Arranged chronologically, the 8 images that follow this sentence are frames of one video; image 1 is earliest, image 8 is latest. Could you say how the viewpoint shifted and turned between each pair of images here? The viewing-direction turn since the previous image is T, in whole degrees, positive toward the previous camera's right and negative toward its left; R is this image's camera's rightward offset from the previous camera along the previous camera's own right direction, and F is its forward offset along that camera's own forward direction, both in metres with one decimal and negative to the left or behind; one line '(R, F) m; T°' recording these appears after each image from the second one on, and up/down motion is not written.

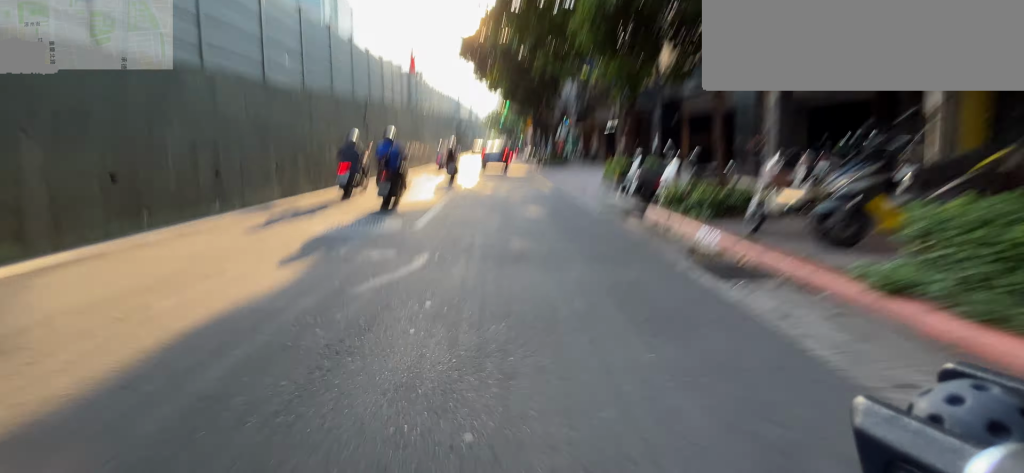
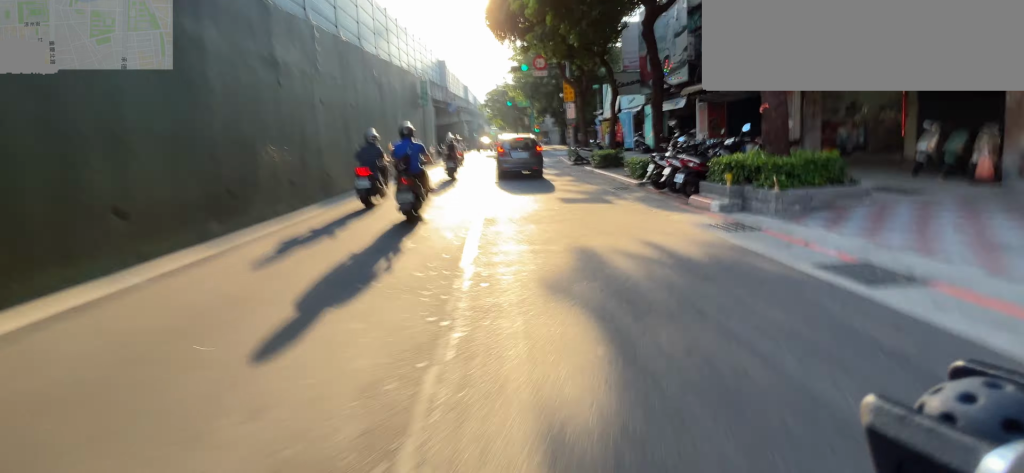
(-0.7, +22.1) m; -3°
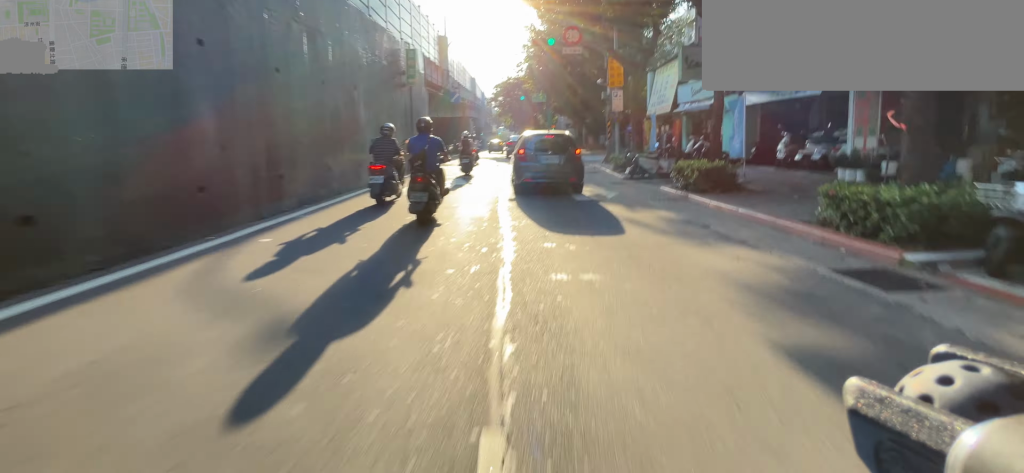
(0.0, +7.0) m; 0°
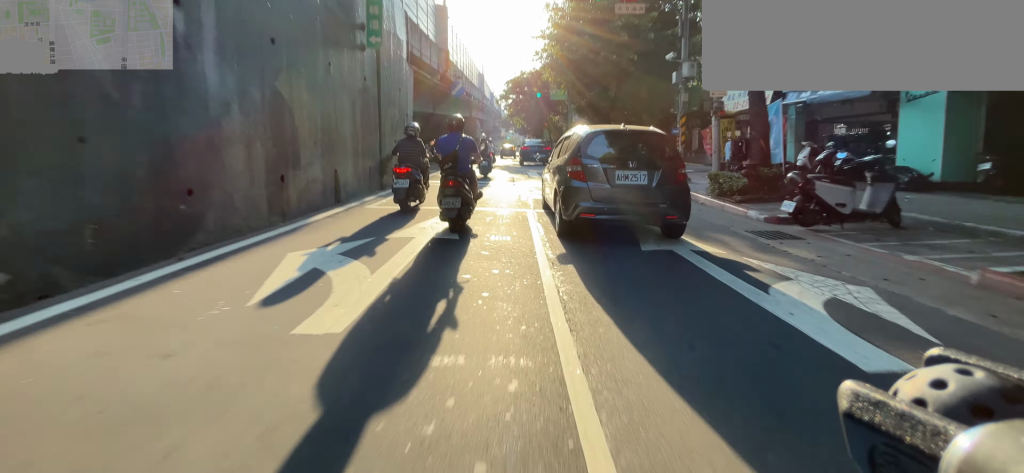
(0.0, +6.9) m; +1°
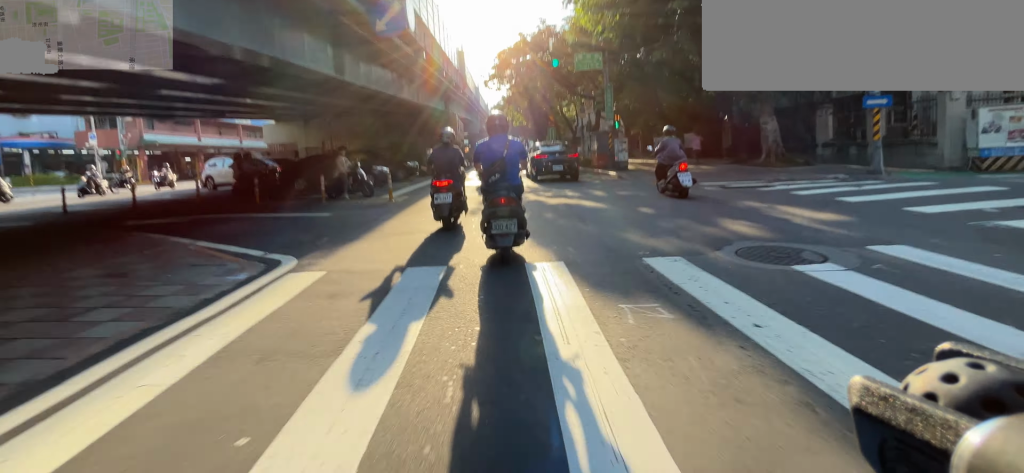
(+0.6, +14.3) m; +5°
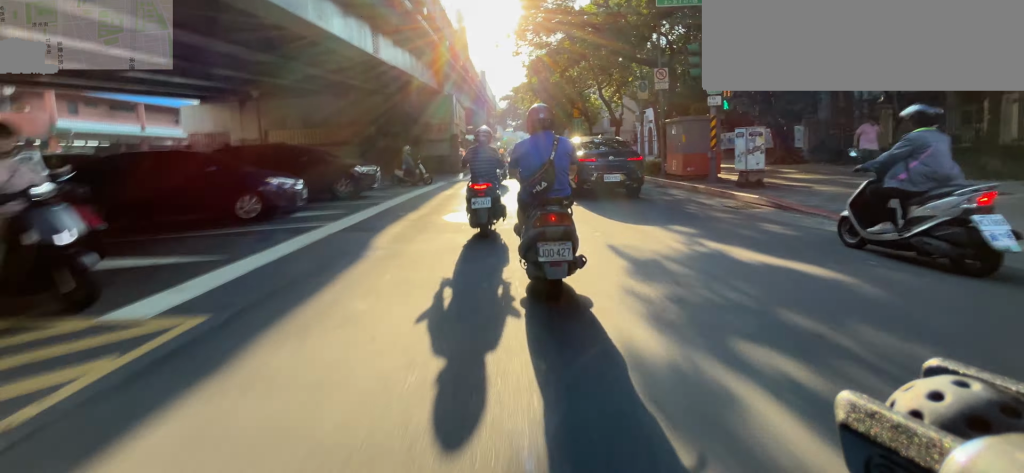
(+0.3, +8.6) m; +1°
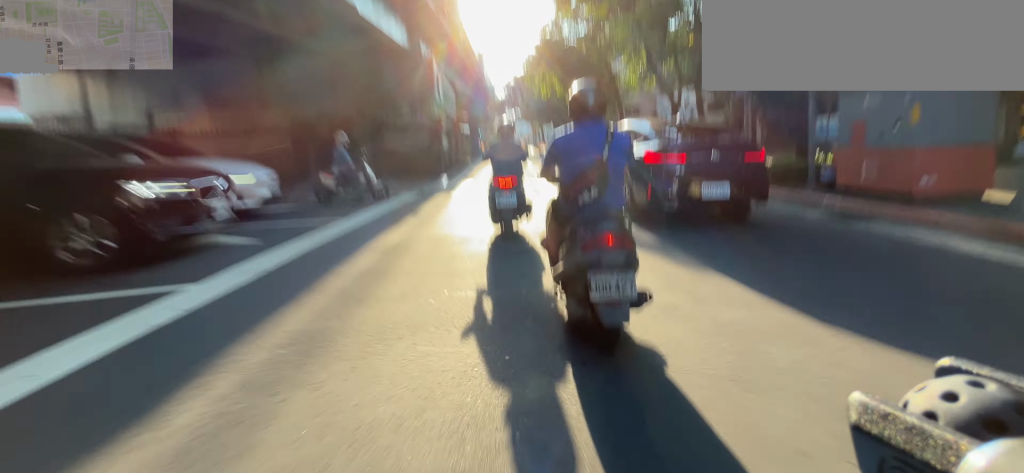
(-0.1, +6.6) m; -1°
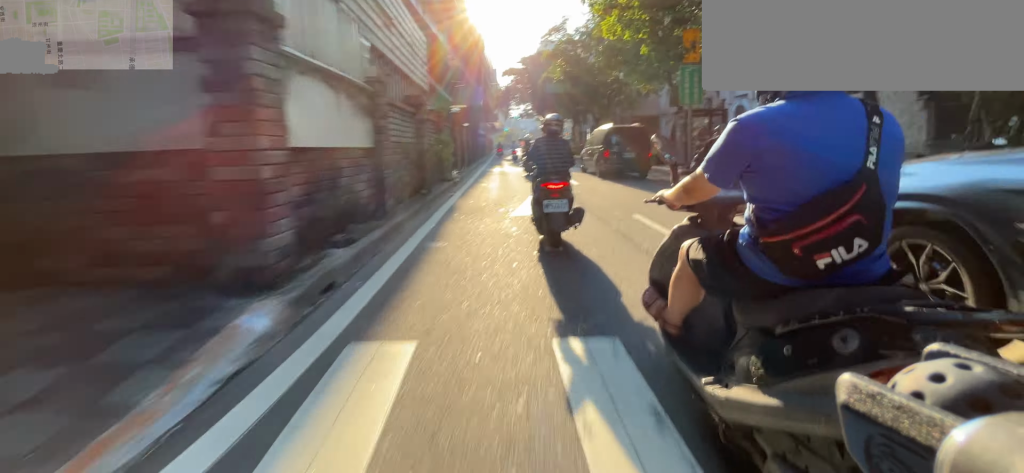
(-0.1, +11.3) m; -1°
